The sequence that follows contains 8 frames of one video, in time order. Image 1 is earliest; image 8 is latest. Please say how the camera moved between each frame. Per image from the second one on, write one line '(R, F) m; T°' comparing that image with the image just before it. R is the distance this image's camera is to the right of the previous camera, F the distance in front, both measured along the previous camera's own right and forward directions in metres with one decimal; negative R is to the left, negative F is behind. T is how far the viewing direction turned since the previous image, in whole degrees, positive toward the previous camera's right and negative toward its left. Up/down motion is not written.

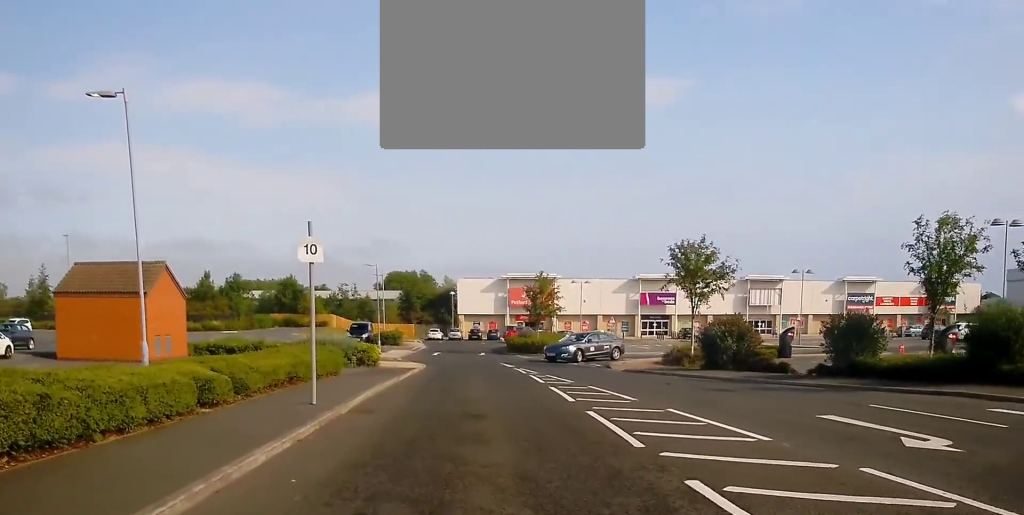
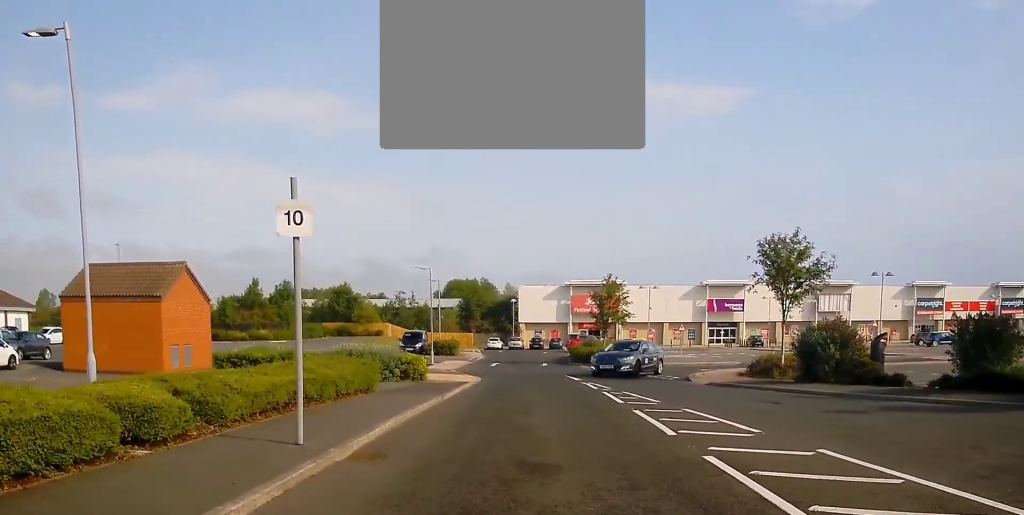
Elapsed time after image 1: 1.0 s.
(-0.1, +4.3) m; -3°
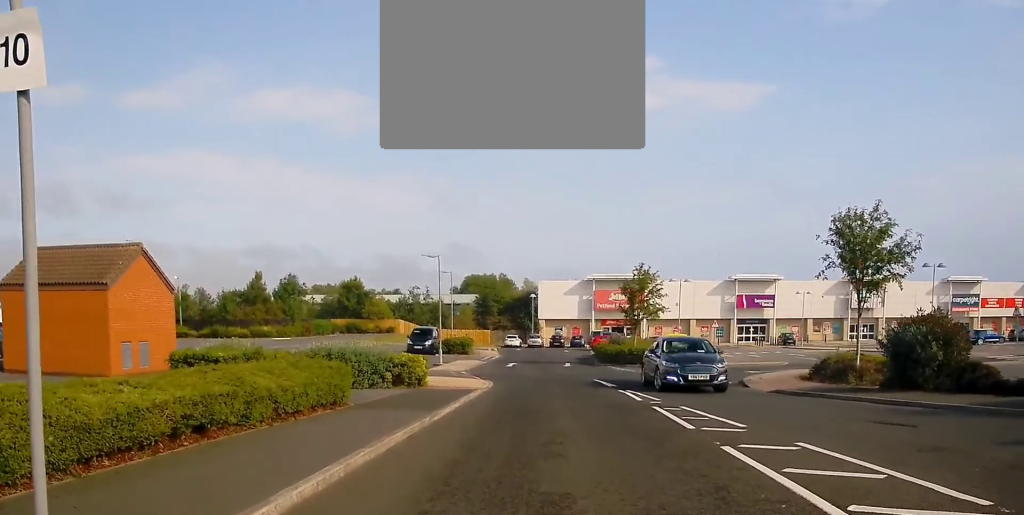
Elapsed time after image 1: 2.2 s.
(0.0, +5.4) m; 0°
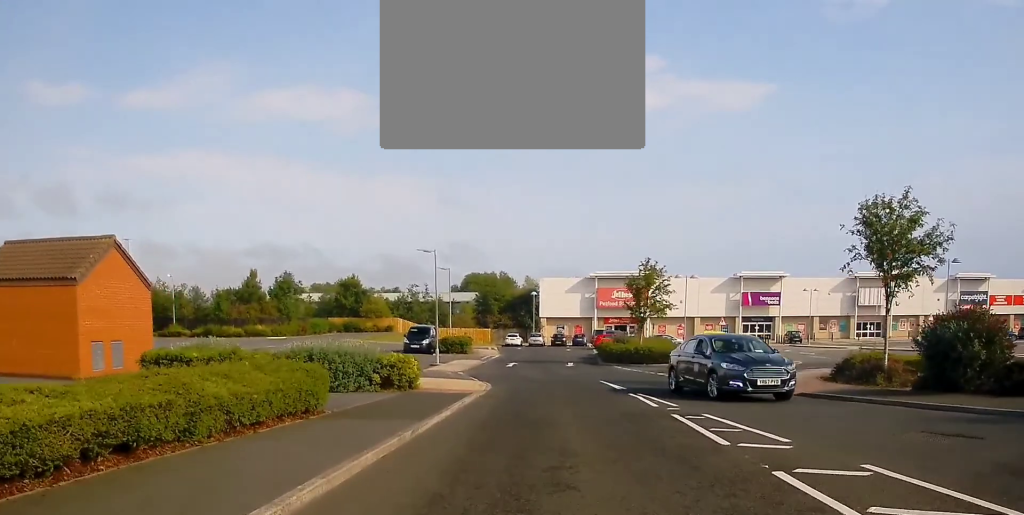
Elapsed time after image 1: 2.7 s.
(+0.1, +1.9) m; 0°
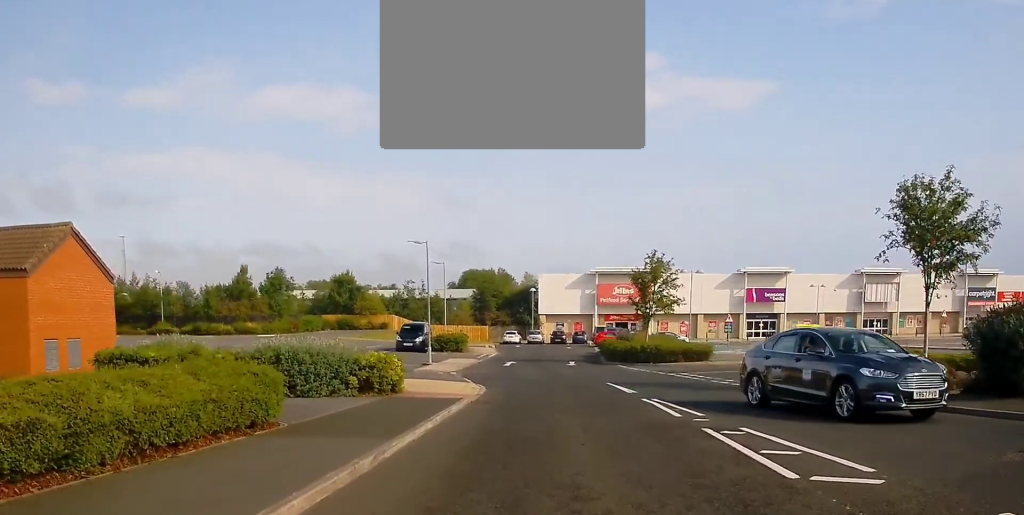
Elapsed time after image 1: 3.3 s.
(-0.2, +2.5) m; -1°
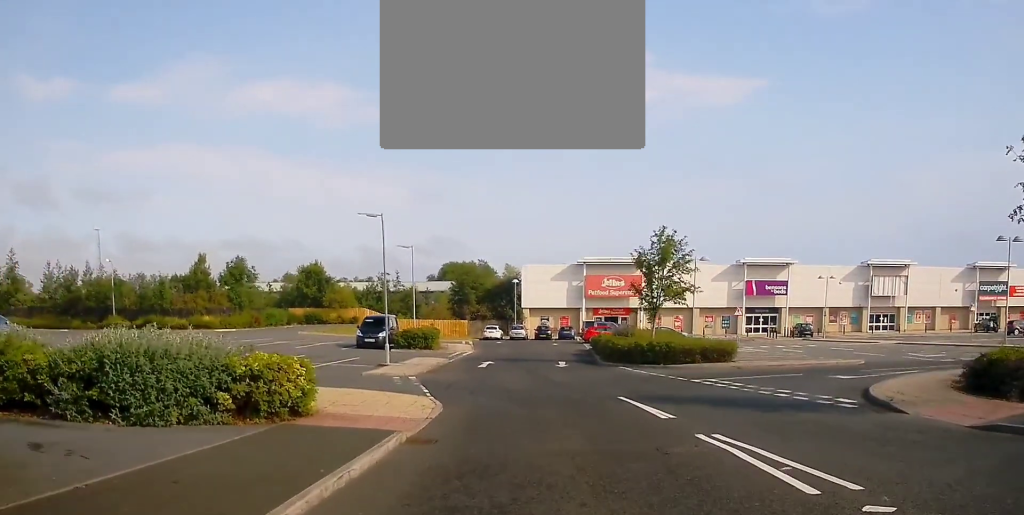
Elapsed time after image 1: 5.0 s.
(+0.1, +6.8) m; +3°
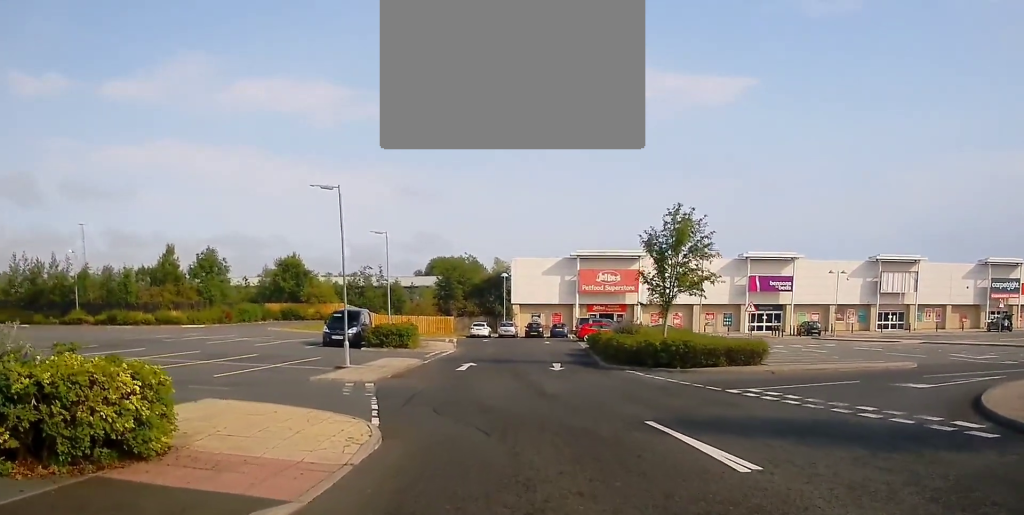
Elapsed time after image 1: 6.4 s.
(+0.1, +5.1) m; -2°
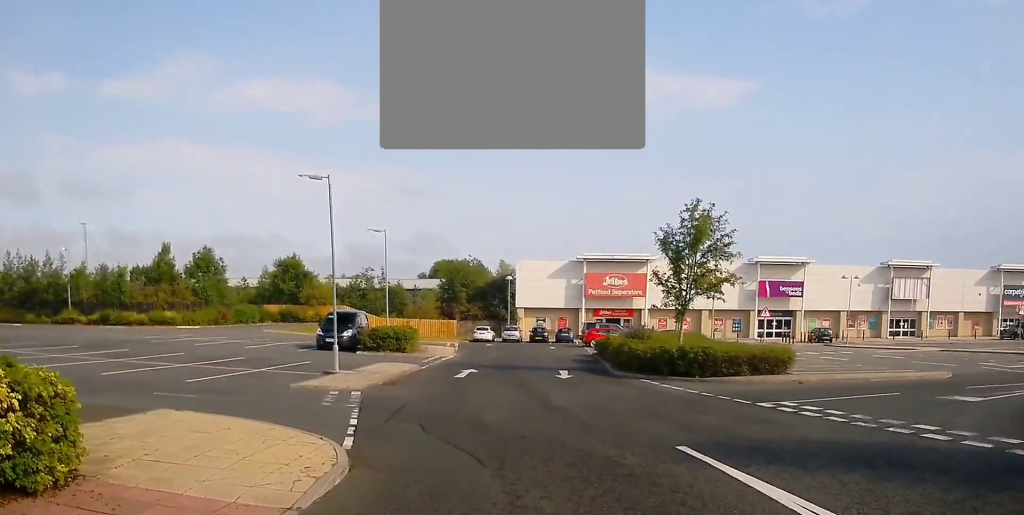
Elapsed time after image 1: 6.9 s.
(0.0, +2.1) m; -1°
